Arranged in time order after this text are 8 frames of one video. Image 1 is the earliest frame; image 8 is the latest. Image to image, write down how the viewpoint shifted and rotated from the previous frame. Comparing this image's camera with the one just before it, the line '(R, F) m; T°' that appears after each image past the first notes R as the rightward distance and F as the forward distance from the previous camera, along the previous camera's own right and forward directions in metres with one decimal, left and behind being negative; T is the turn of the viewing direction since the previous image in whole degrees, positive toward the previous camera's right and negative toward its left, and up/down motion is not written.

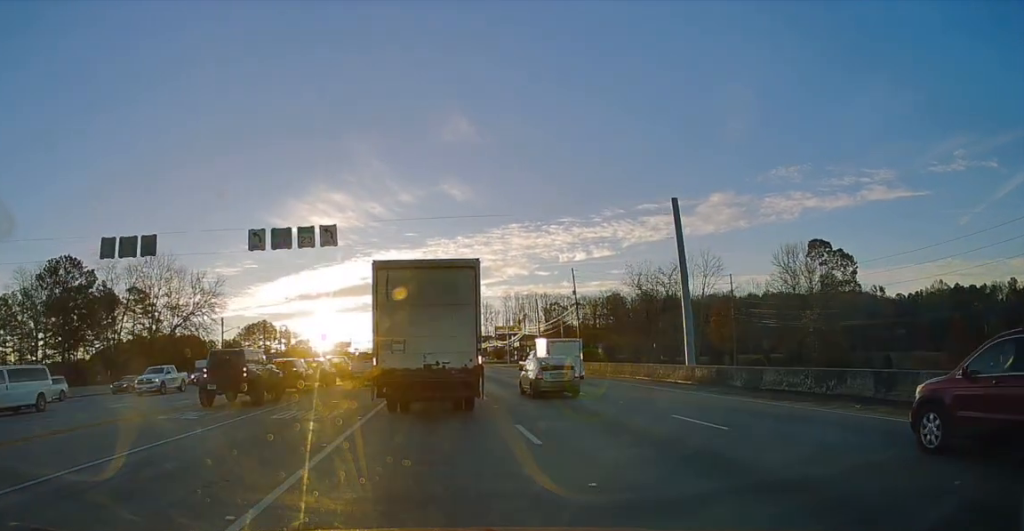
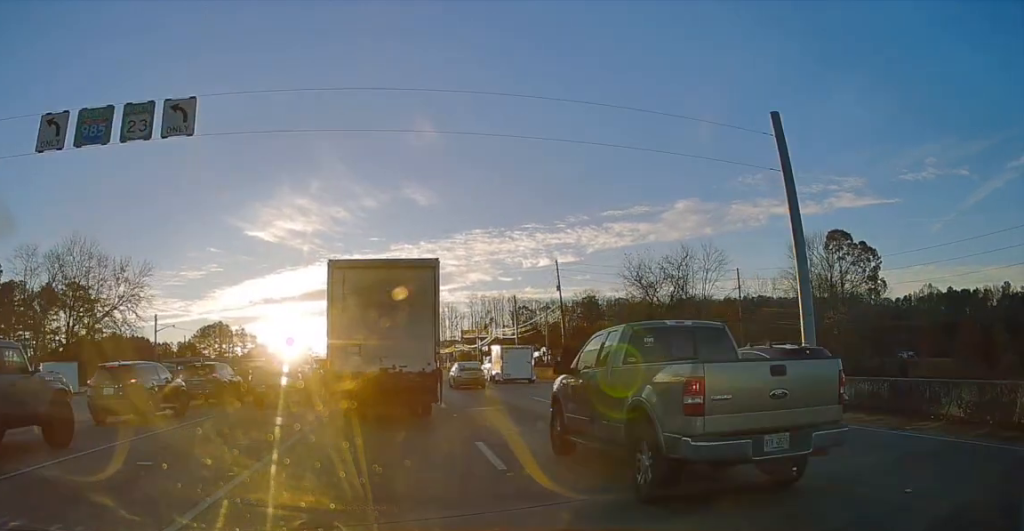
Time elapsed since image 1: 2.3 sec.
(+0.2, +16.7) m; +8°
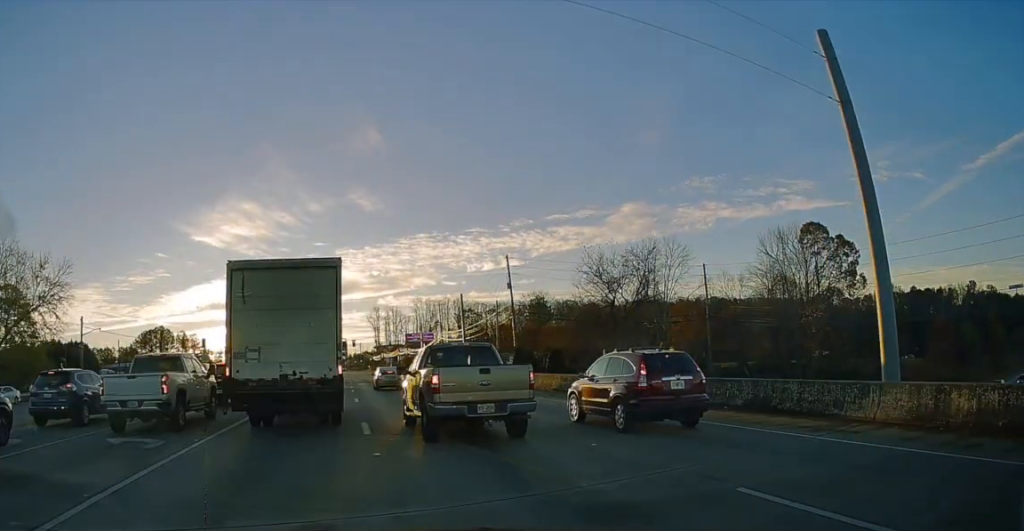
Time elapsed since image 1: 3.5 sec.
(+0.7, +7.1) m; +3°
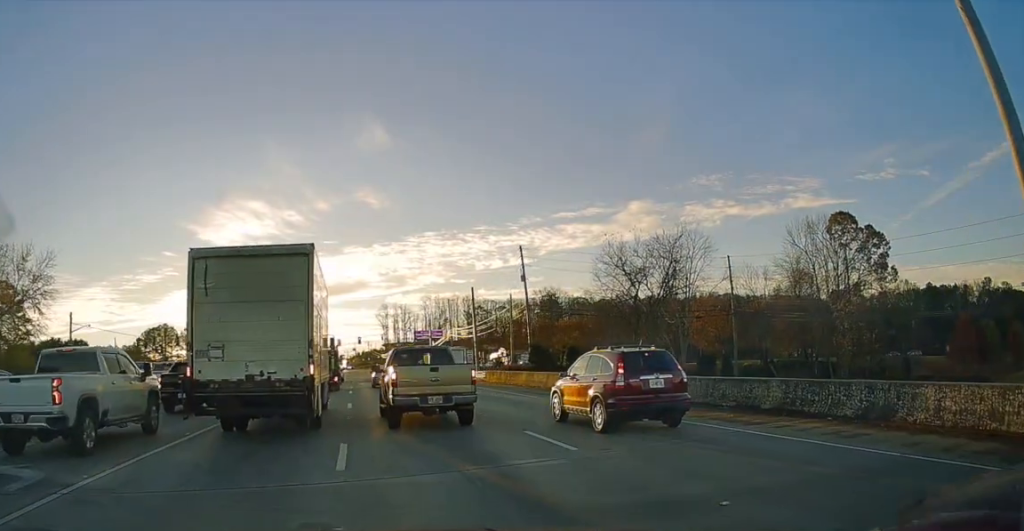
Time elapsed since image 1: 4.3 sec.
(-0.4, +4.3) m; 0°
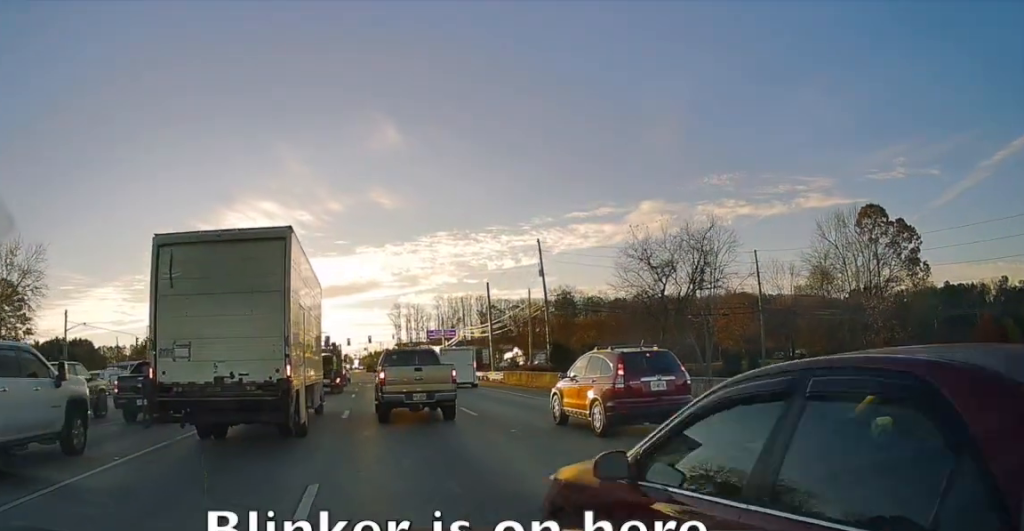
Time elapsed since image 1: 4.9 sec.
(+0.1, +3.6) m; +1°
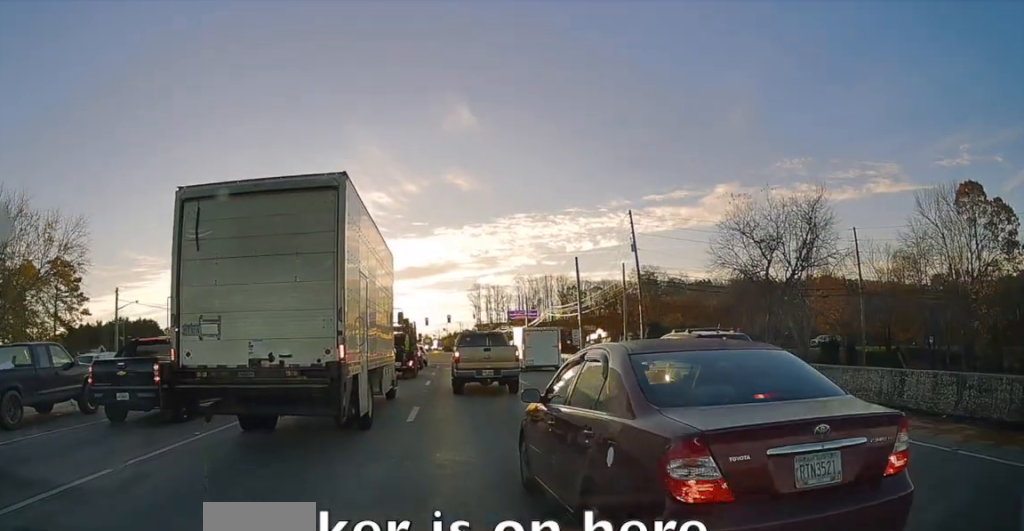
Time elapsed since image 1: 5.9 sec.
(+0.2, +6.3) m; -1°
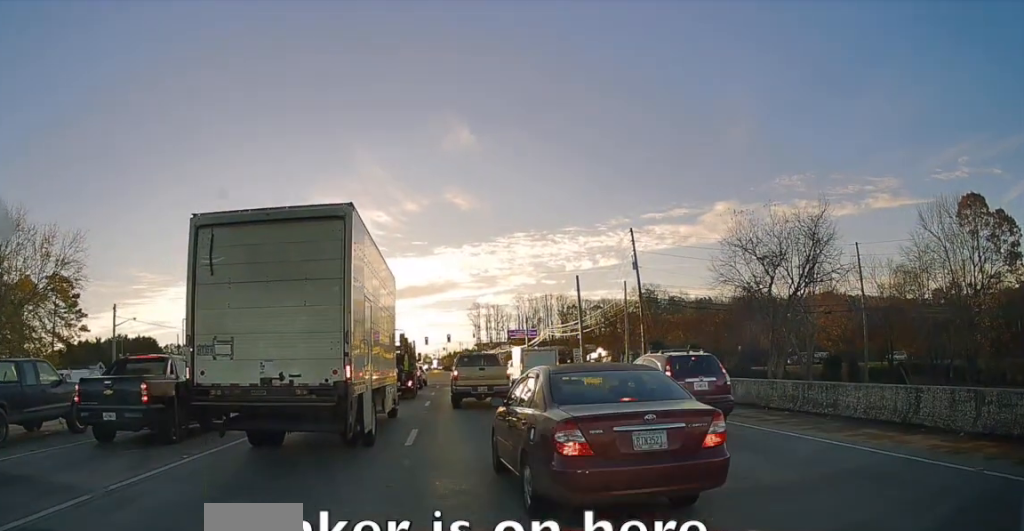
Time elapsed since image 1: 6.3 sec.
(0.0, +2.9) m; -3°
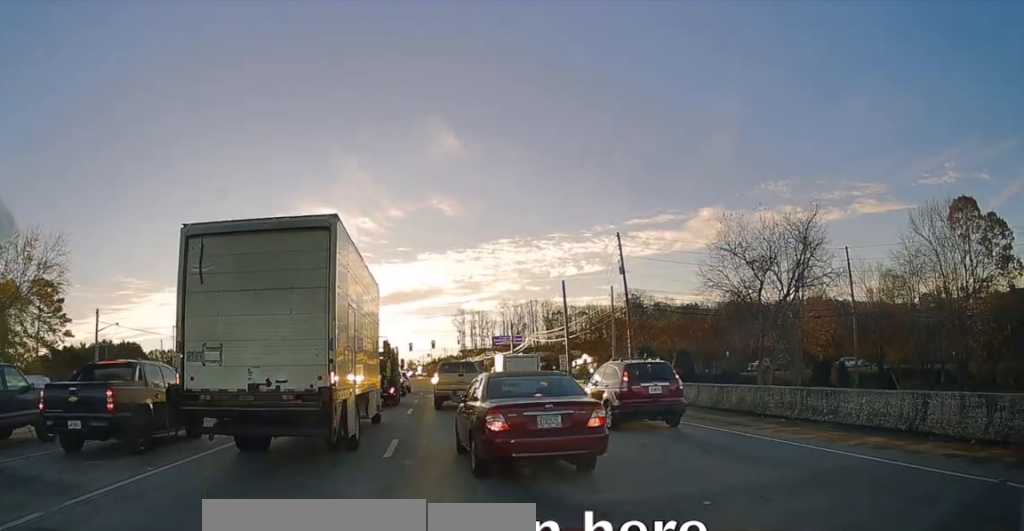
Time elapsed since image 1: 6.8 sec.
(-0.2, +2.7) m; -3°
